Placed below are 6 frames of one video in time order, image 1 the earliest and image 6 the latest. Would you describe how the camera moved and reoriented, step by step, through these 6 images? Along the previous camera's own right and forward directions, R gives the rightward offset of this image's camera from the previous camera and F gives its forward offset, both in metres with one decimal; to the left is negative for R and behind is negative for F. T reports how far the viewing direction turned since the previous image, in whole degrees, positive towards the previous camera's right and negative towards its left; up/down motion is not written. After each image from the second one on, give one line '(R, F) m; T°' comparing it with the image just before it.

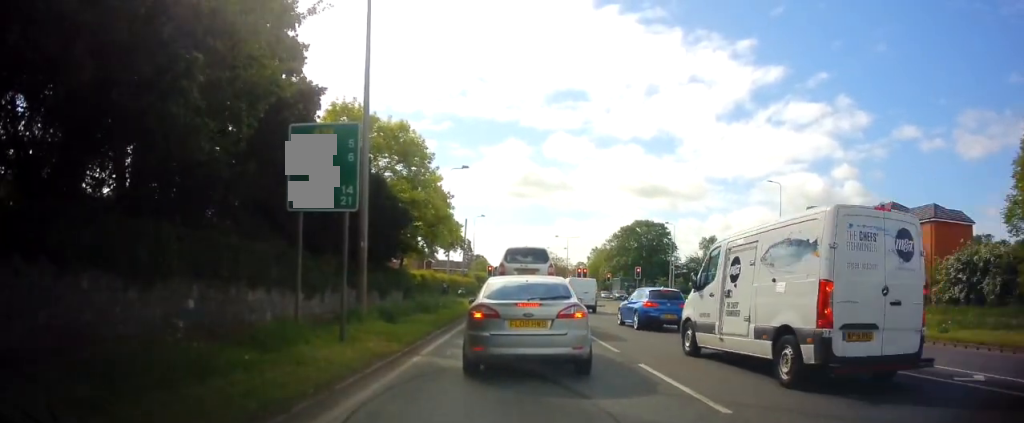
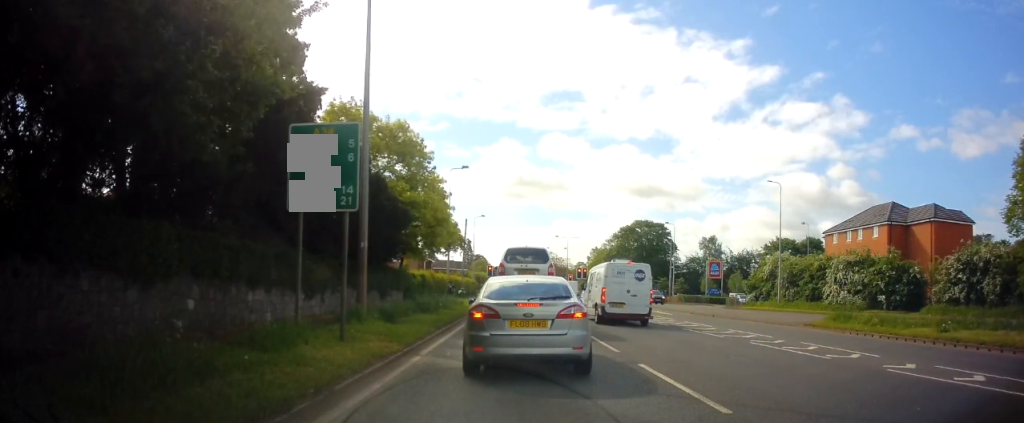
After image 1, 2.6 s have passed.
(0.0, 0.0) m; 0°
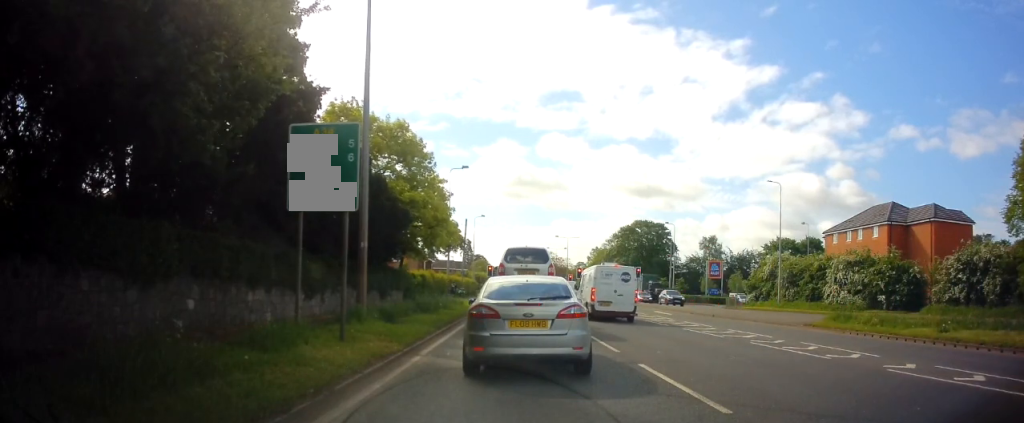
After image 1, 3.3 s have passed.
(0.0, 0.0) m; 0°
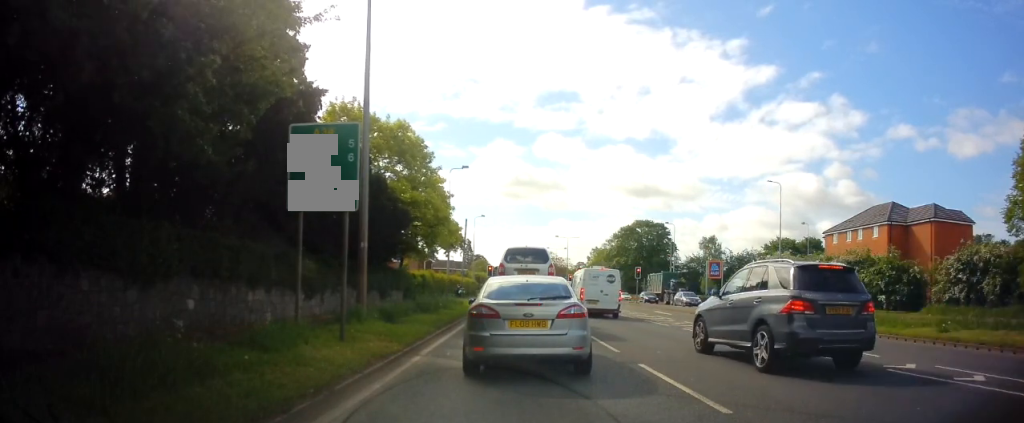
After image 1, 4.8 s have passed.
(0.0, 0.0) m; 0°
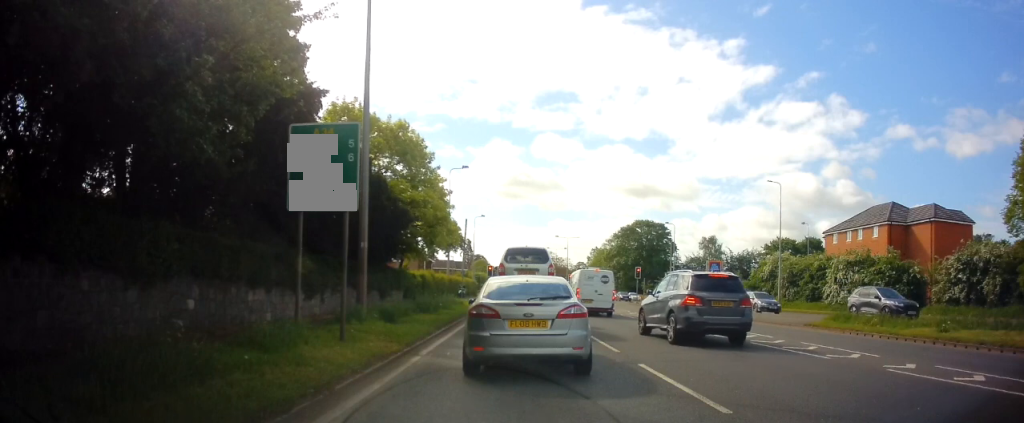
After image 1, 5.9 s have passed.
(0.0, 0.0) m; 0°
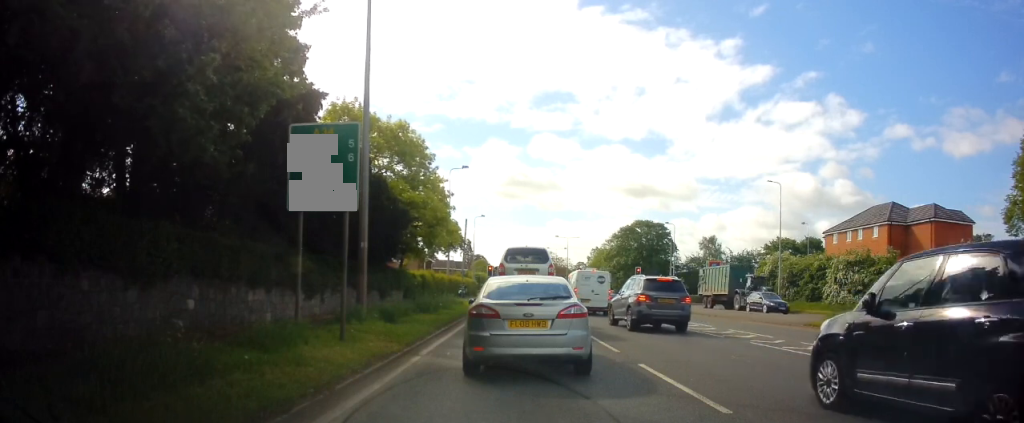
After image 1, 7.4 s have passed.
(0.0, 0.0) m; 0°
